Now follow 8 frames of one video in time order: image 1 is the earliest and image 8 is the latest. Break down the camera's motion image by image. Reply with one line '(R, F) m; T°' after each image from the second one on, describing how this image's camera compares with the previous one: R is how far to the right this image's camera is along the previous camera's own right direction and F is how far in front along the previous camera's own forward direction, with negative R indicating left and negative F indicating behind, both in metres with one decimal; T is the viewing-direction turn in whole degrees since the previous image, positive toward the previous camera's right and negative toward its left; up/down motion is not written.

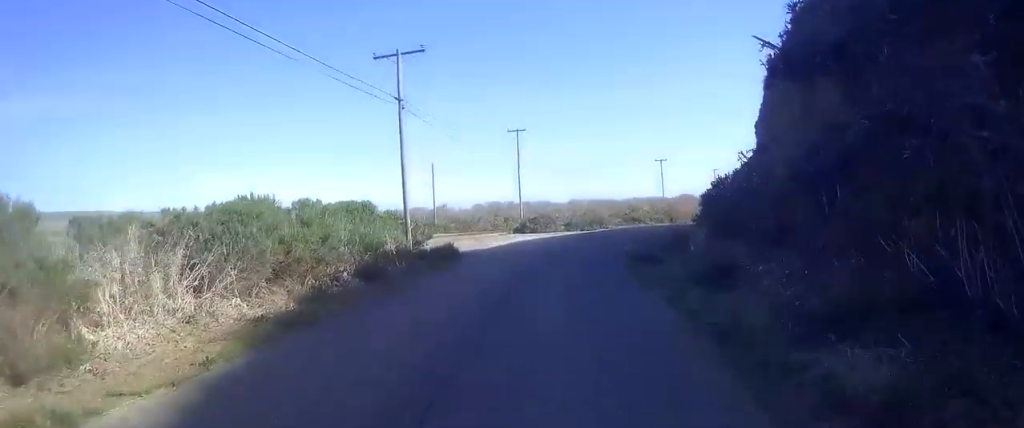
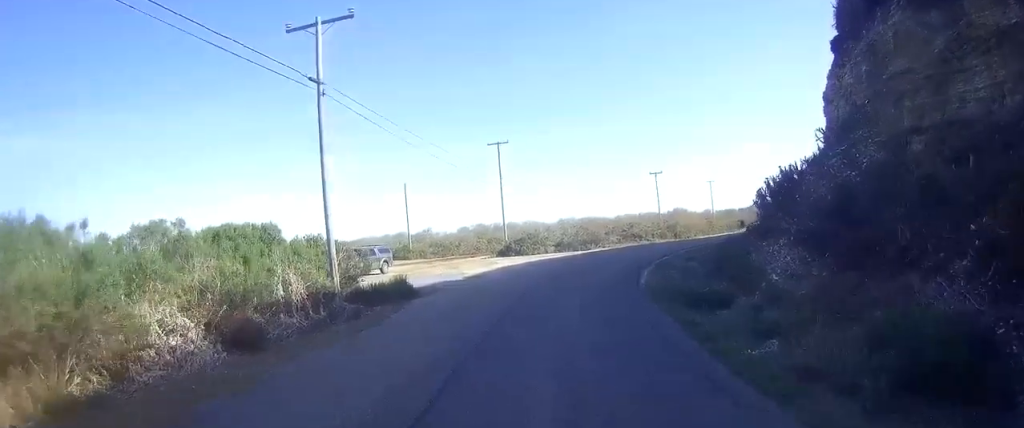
(0.0, +9.3) m; +1°
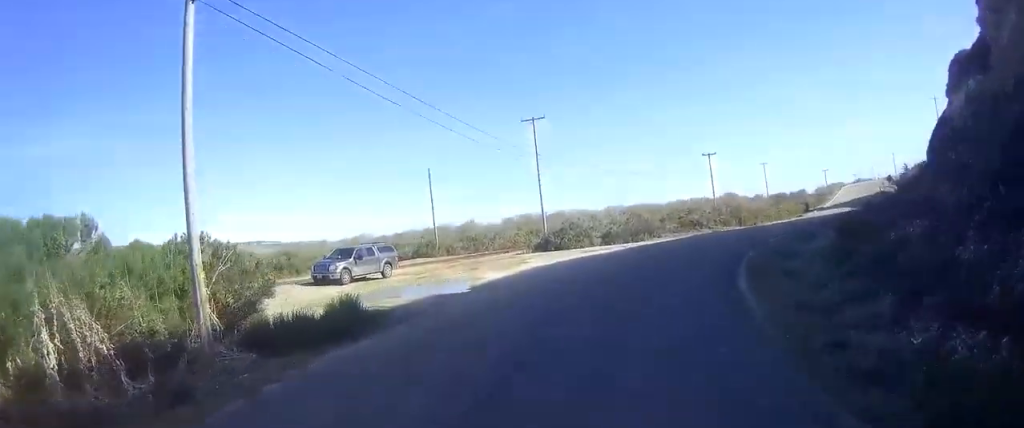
(0.0, +9.9) m; +2°
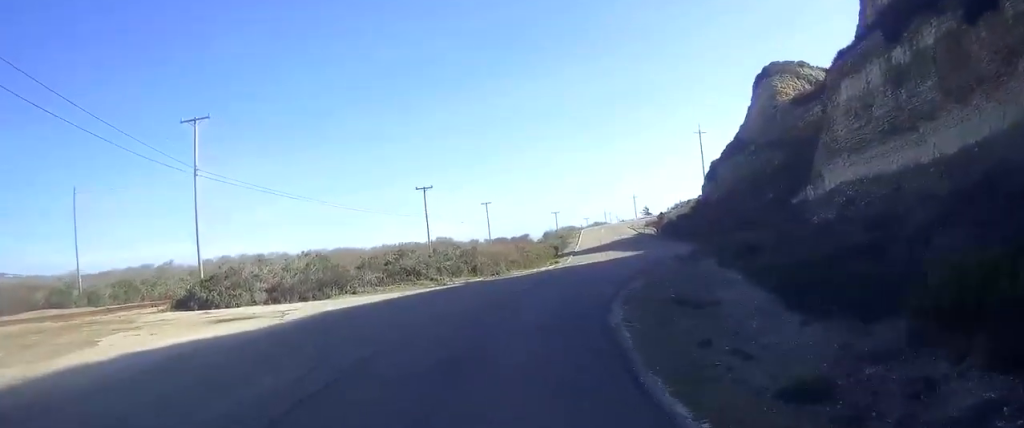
(+1.3, +18.0) m; +11°
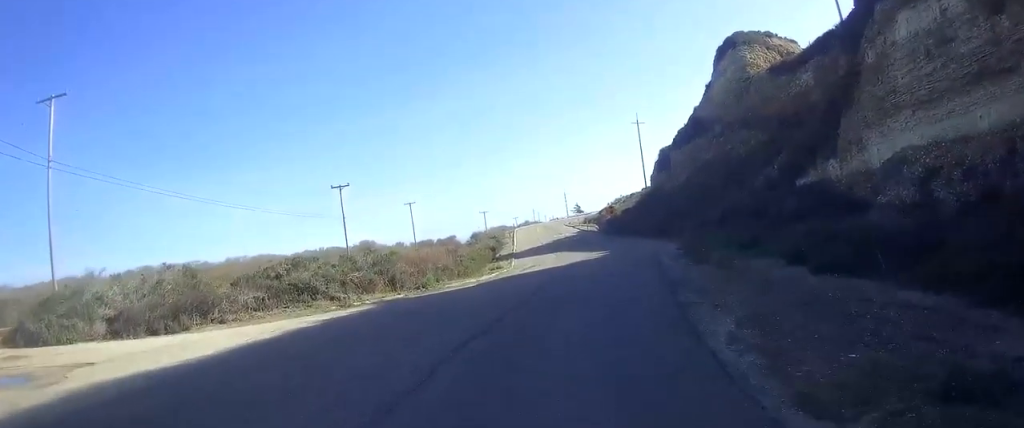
(+1.0, +10.8) m; +8°
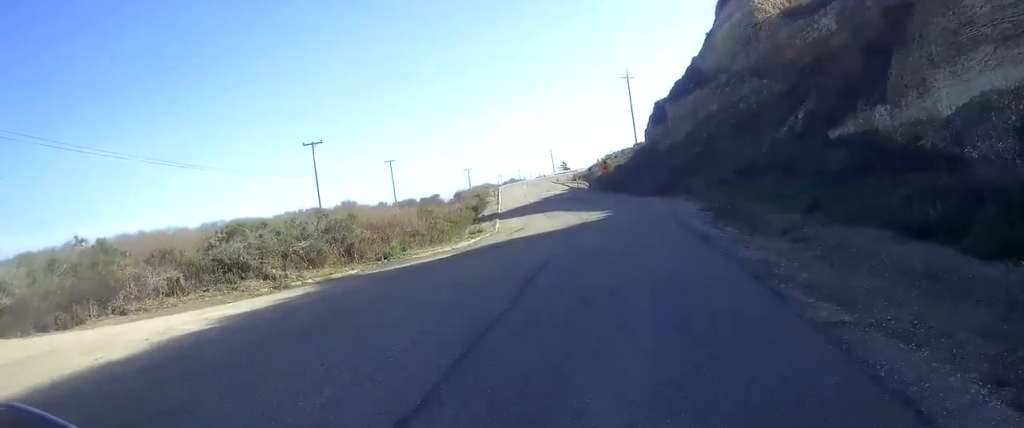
(+0.3, +6.1) m; +4°
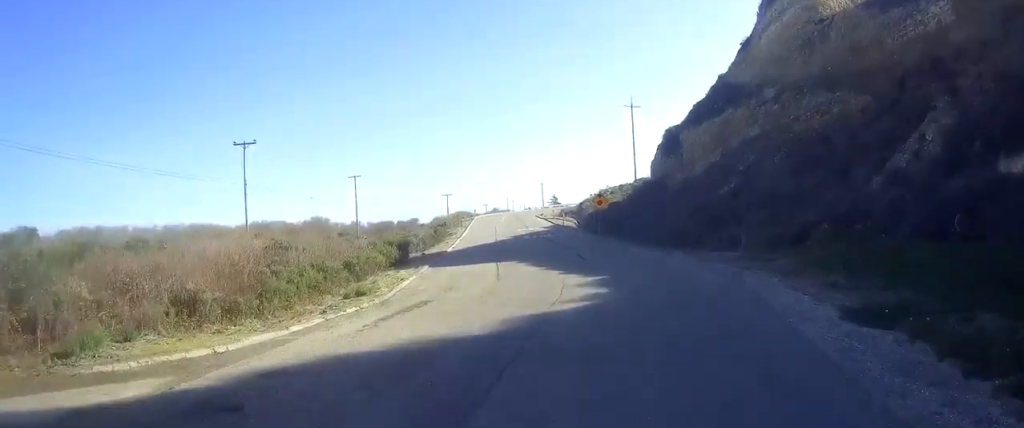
(+0.6, +16.2) m; +3°
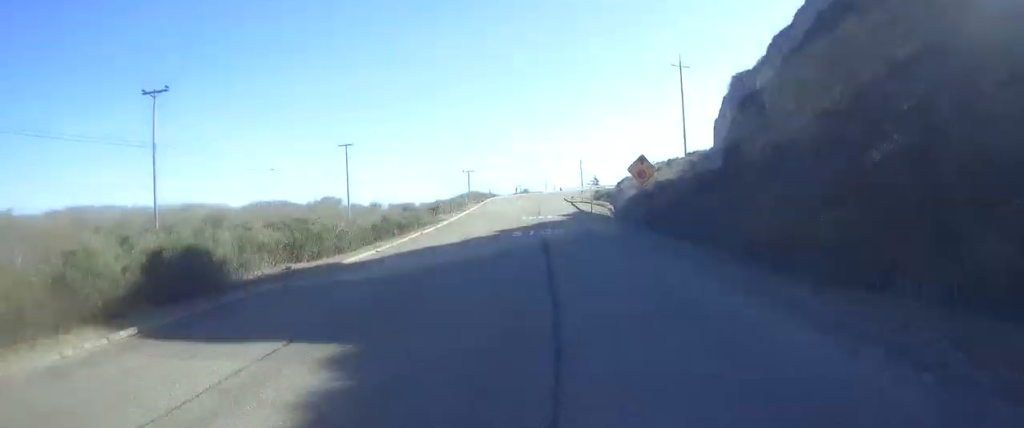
(+0.1, +20.8) m; -1°
